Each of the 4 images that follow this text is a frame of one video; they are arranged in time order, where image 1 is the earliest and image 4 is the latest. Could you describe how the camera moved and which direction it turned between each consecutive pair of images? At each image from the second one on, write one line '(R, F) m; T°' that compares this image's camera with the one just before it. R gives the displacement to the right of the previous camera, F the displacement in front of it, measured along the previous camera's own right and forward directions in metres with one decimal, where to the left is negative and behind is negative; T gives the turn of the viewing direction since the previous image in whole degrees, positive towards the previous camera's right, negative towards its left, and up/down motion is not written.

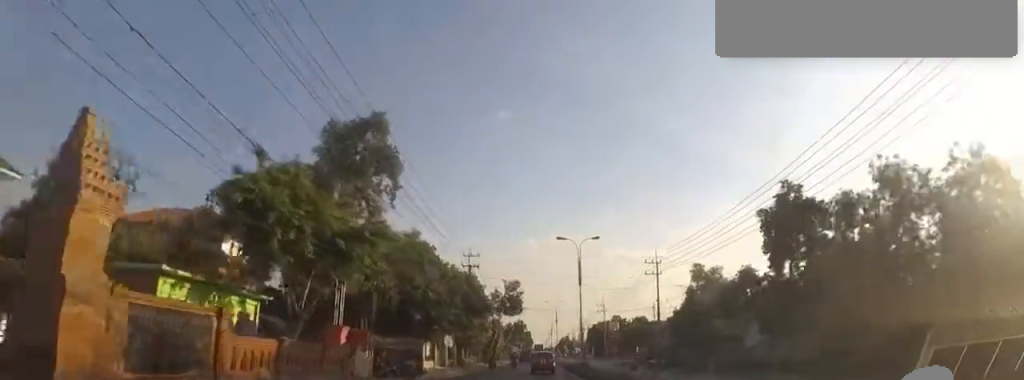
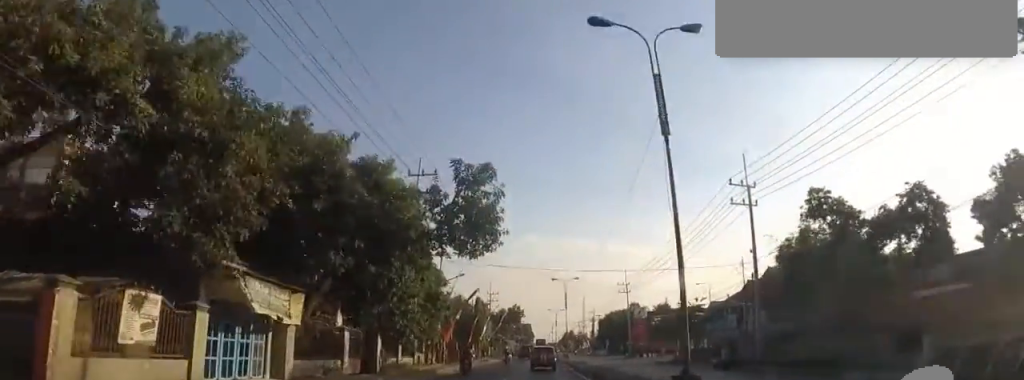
(-1.1, +23.7) m; -1°
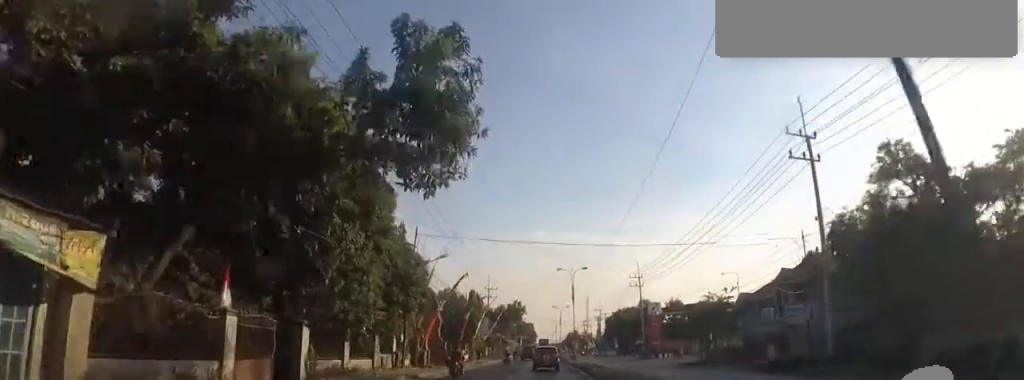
(+0.3, +7.0) m; +1°
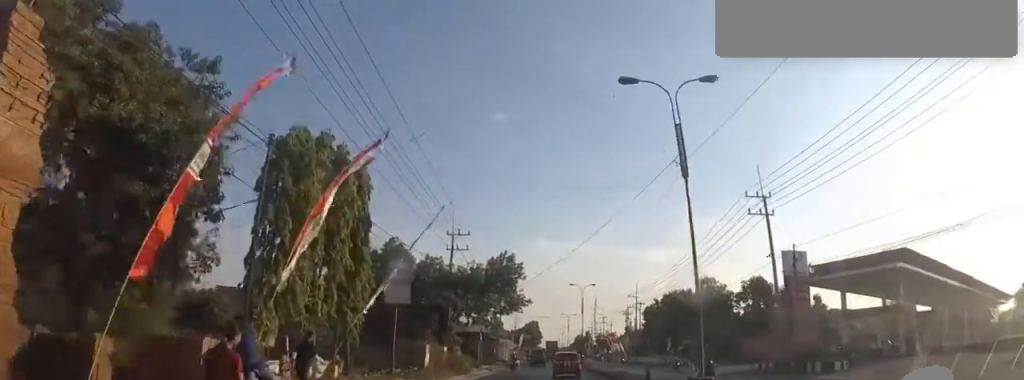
(+1.0, +35.7) m; -2°
